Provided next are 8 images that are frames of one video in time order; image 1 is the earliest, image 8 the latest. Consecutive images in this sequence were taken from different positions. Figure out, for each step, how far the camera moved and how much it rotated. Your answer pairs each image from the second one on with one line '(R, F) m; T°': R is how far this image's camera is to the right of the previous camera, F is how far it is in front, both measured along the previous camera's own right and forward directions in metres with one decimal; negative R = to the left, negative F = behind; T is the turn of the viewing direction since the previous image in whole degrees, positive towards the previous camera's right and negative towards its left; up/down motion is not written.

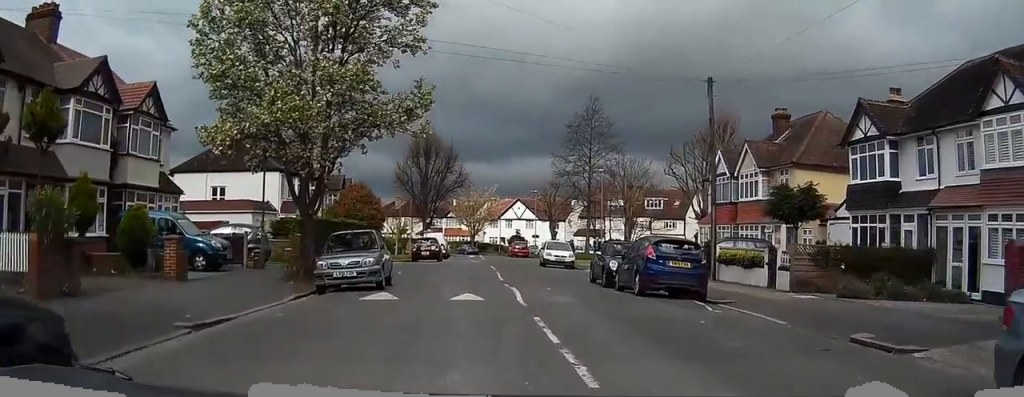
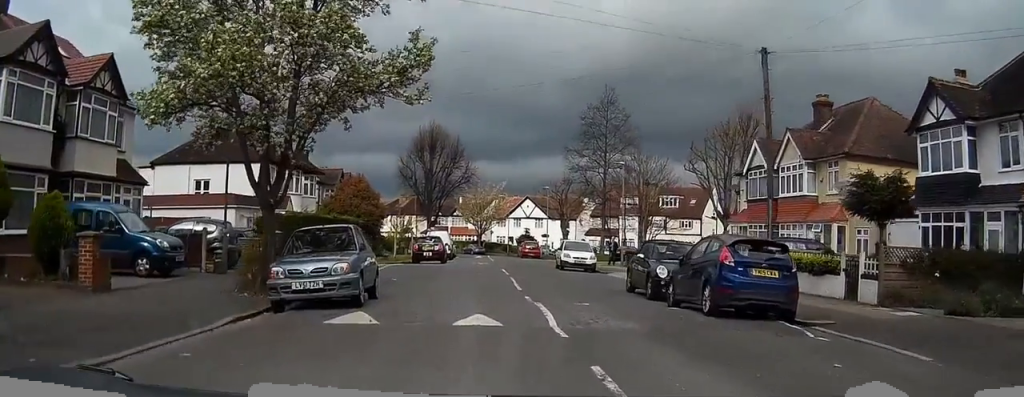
(0.0, +4.5) m; -1°
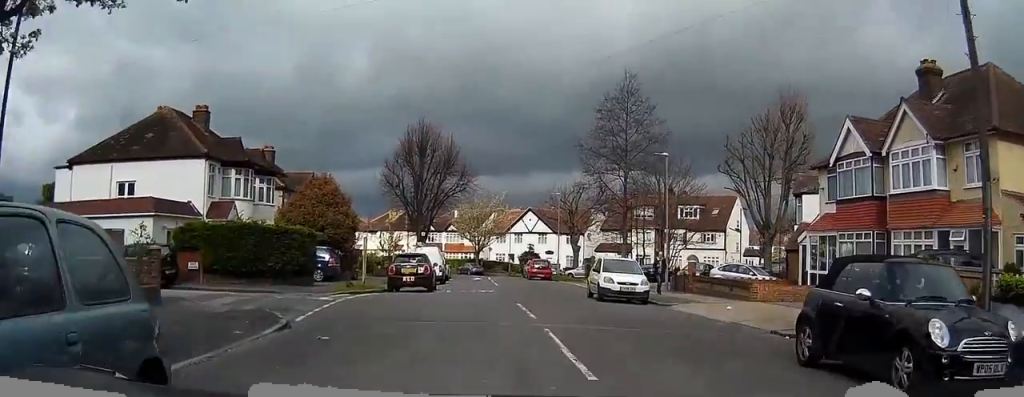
(0.0, +10.4) m; 0°
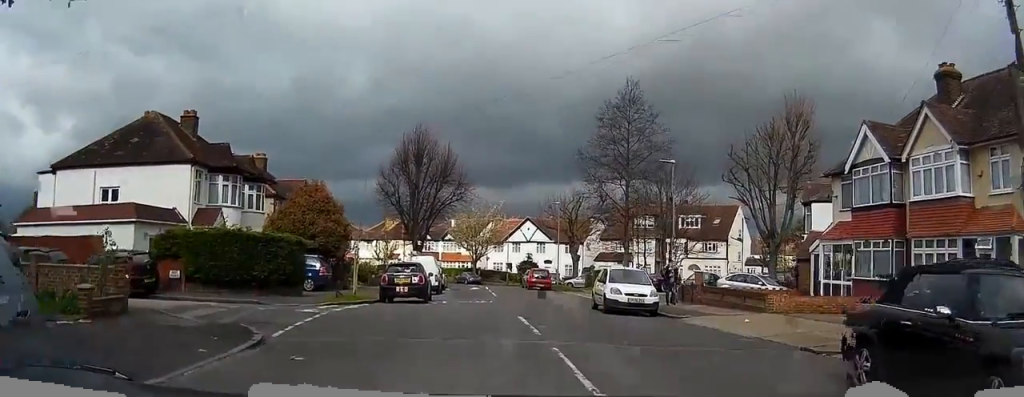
(0.0, +1.6) m; 0°
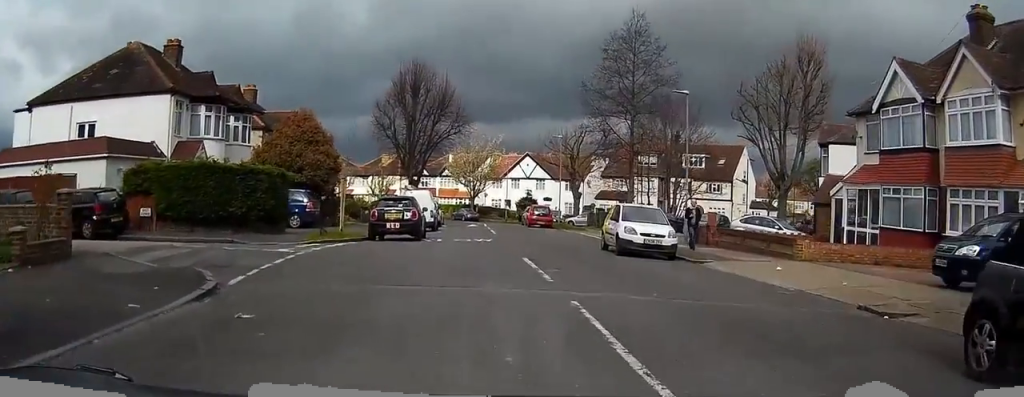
(0.0, +2.2) m; 0°
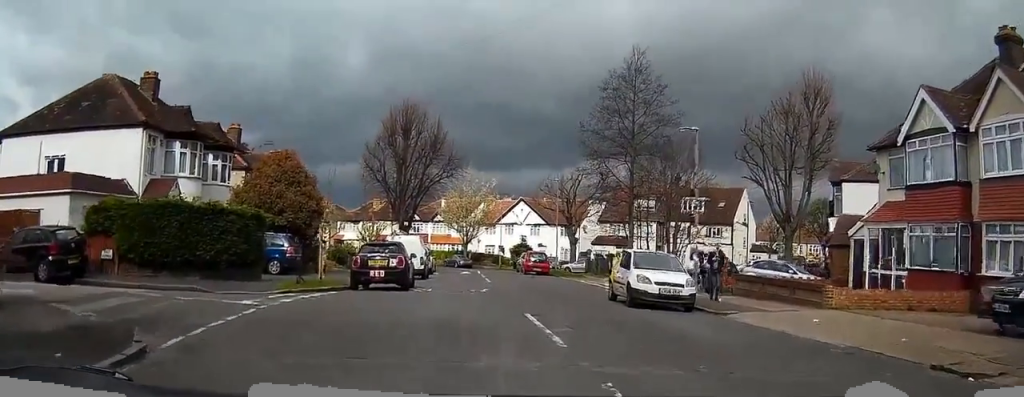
(+0.1, +2.5) m; +1°
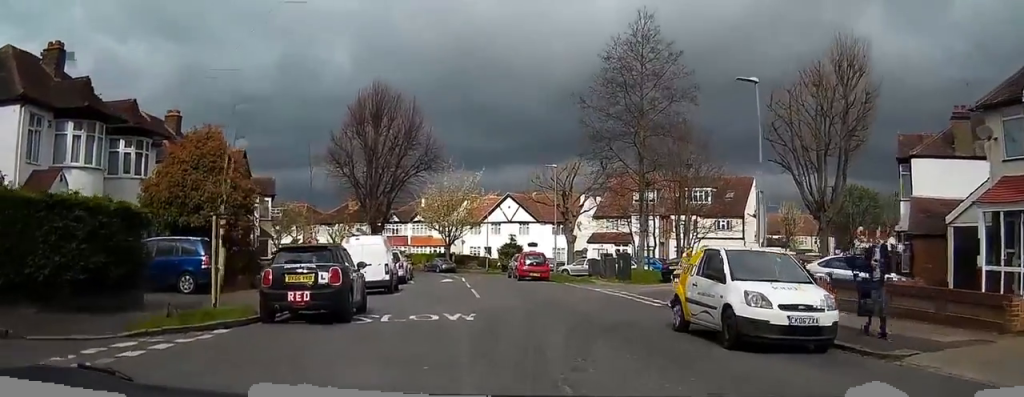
(+0.1, +7.8) m; +1°
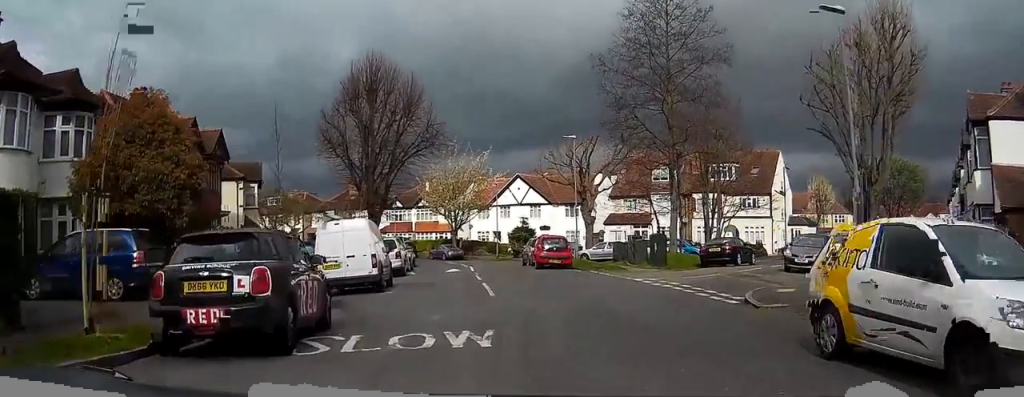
(+0.1, +5.2) m; +2°
